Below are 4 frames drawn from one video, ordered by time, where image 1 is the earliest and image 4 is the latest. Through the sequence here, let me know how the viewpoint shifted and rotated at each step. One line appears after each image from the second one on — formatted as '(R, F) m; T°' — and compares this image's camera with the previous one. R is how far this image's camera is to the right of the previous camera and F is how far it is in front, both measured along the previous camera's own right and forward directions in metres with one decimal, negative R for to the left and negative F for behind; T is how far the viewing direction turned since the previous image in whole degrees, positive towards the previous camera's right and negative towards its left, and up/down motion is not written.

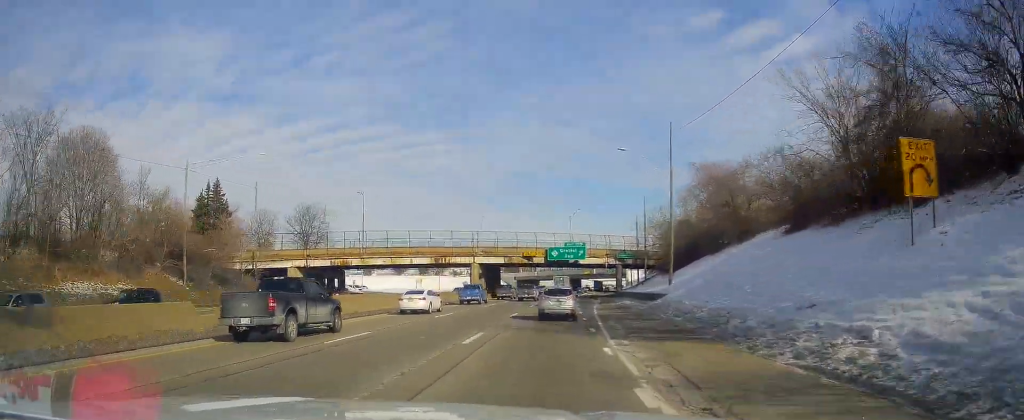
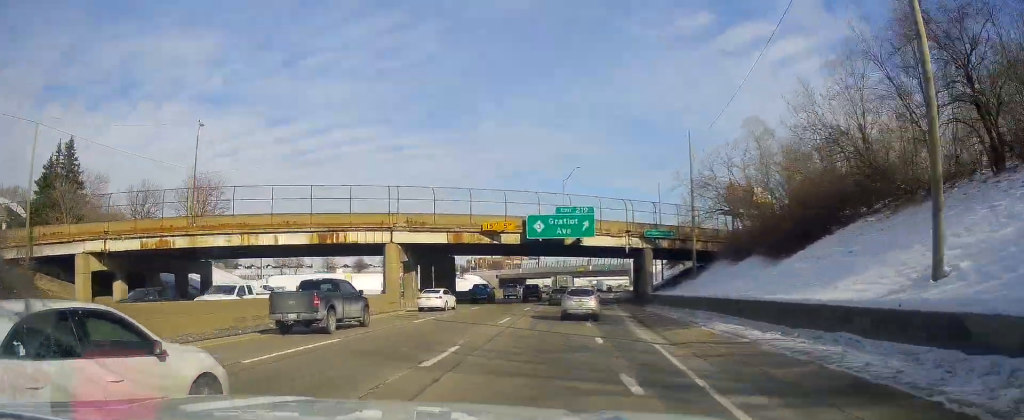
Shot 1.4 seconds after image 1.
(-0.3, +35.2) m; 0°
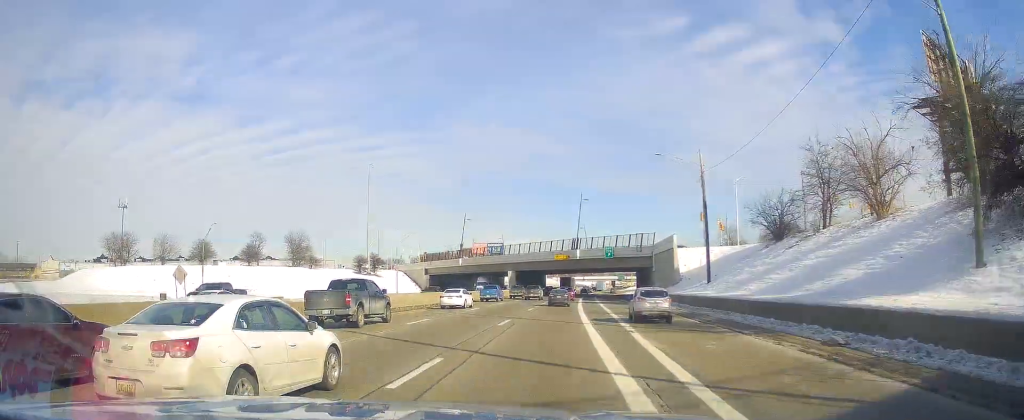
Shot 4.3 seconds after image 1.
(+1.8, +76.7) m; +2°
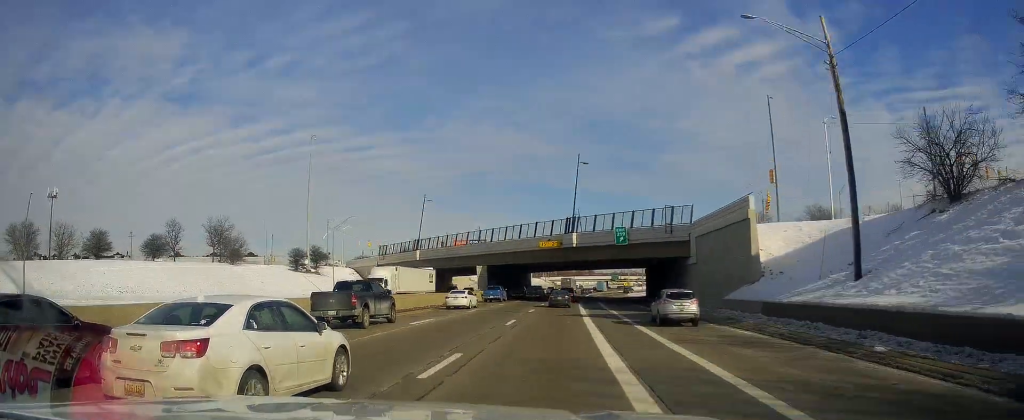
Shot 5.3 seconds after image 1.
(-0.3, +29.3) m; 0°
